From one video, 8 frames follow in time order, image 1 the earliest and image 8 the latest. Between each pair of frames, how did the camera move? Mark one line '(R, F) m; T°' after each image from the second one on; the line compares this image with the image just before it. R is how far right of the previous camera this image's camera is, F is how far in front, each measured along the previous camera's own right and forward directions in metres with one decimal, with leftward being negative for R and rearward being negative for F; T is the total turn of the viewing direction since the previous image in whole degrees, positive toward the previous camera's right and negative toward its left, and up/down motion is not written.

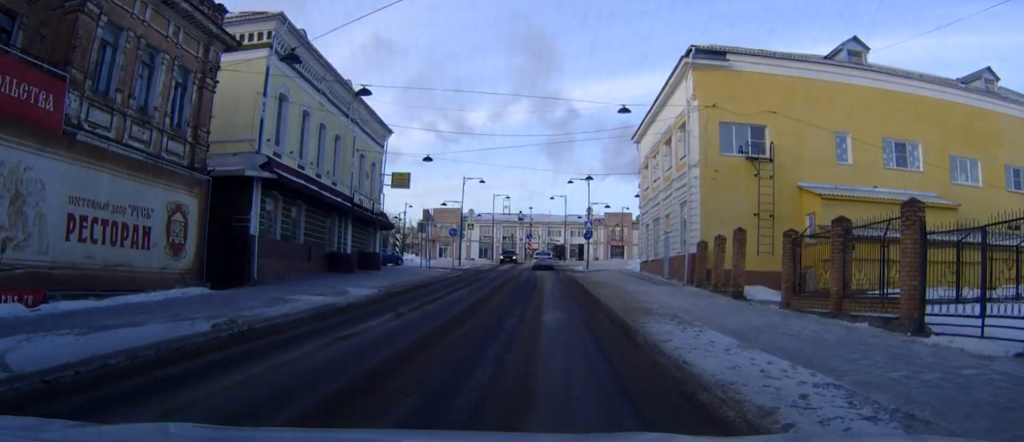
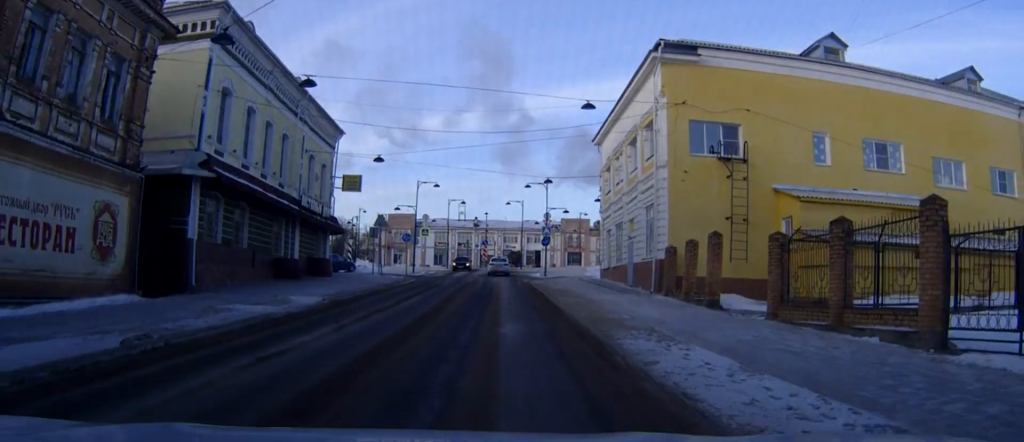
(+0.1, +2.0) m; +3°
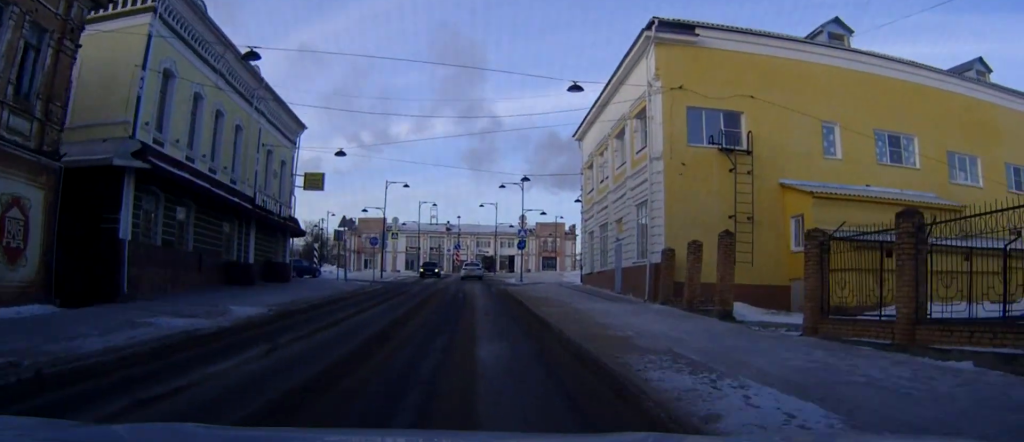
(+0.1, +3.1) m; +4°
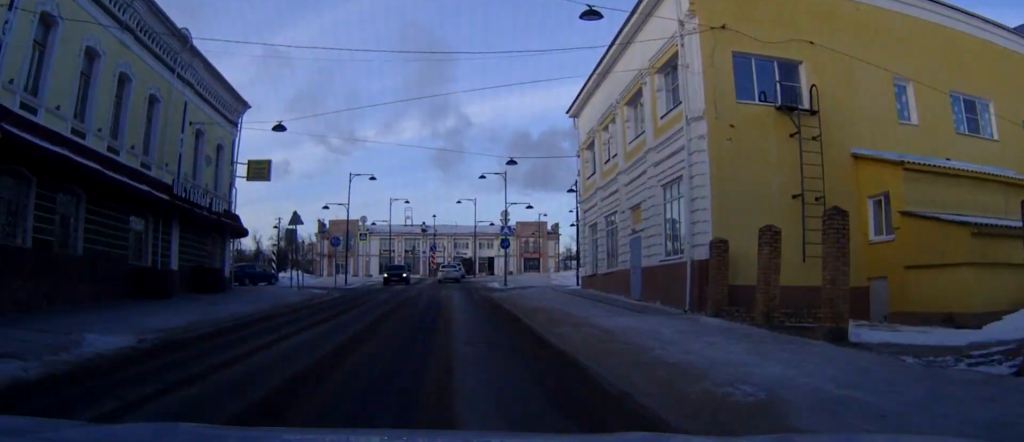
(+0.2, +6.0) m; +3°
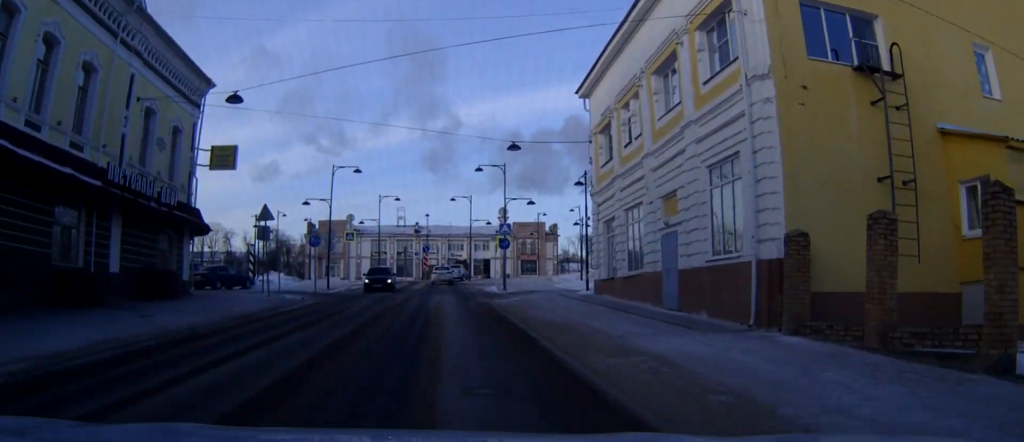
(+0.1, +3.9) m; +1°
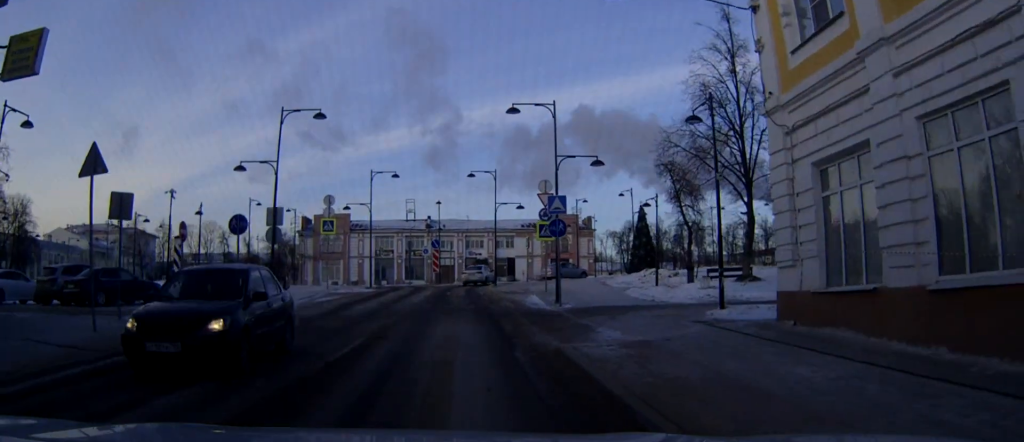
(-0.1, +16.4) m; -2°
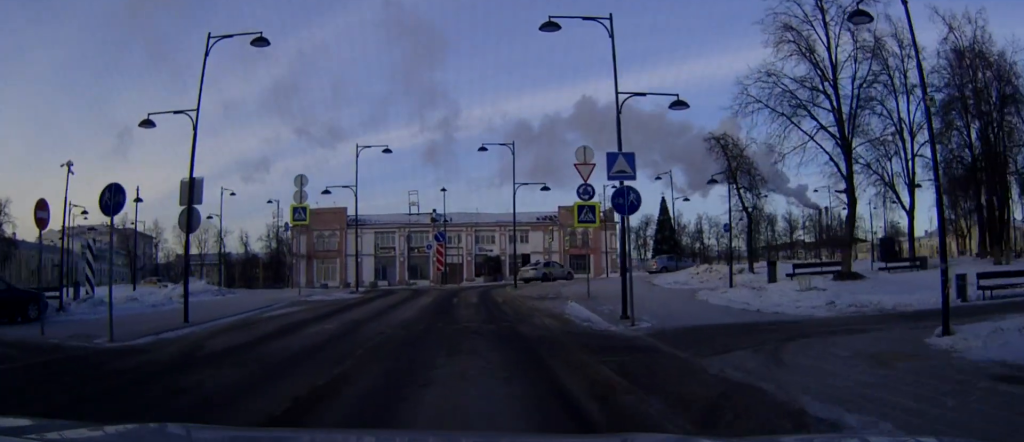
(-0.2, +9.7) m; -1°
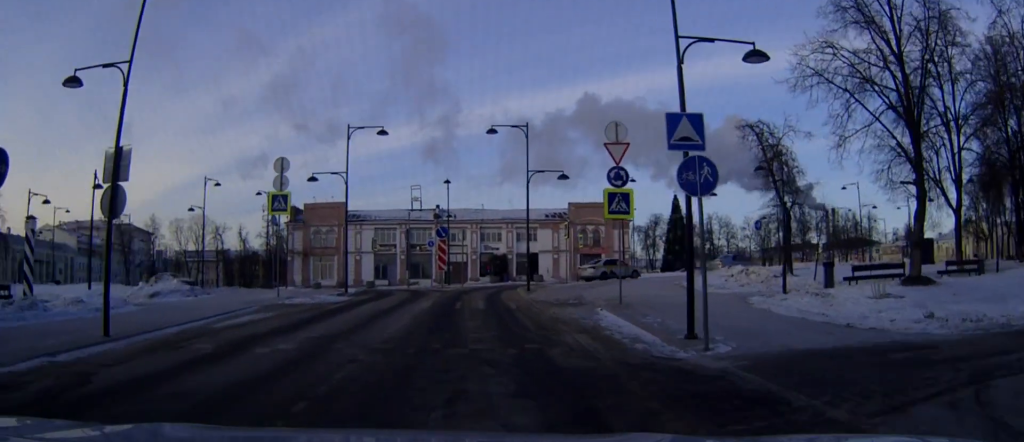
(0.0, +5.3) m; 0°
